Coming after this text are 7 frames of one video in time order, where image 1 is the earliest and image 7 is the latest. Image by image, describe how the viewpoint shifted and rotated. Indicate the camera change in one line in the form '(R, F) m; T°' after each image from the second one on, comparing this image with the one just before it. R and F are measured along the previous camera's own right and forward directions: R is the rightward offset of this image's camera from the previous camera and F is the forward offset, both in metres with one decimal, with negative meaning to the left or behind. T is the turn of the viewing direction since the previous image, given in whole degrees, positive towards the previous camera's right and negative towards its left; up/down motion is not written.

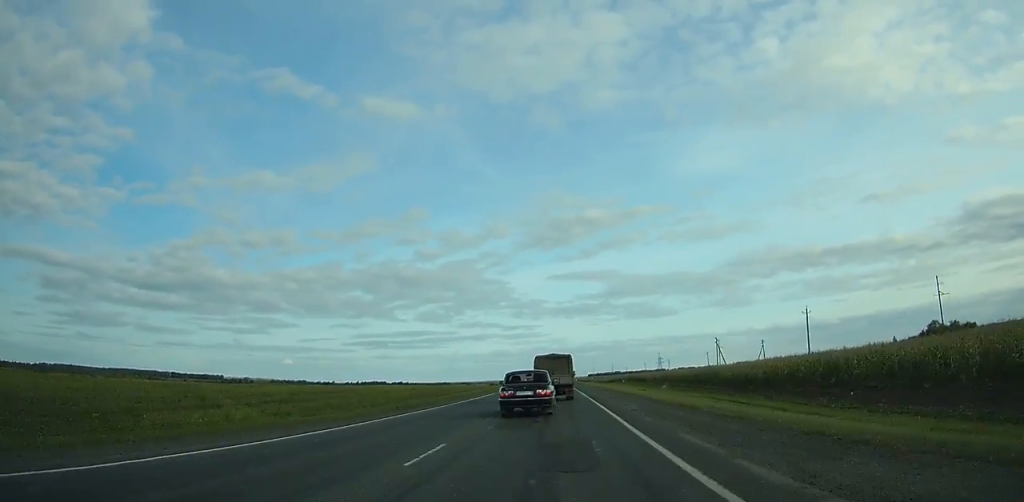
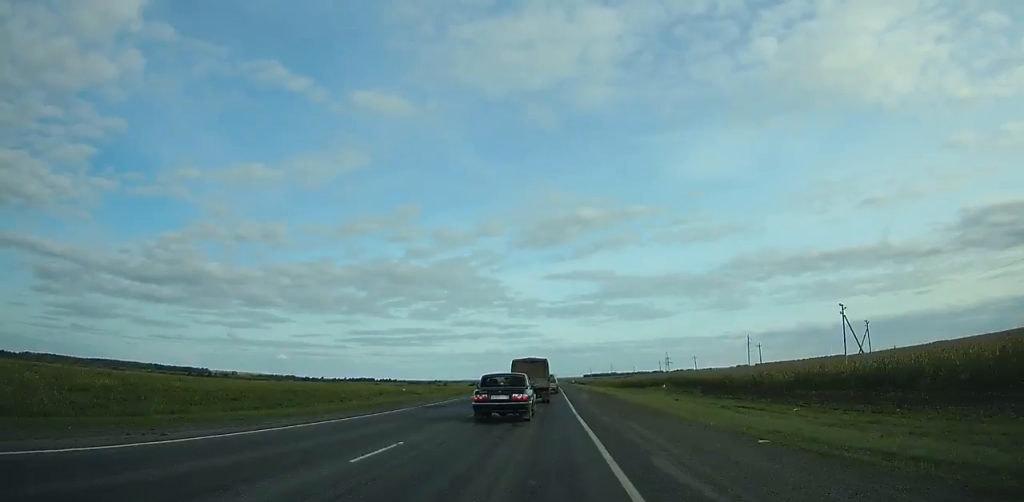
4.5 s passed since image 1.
(+0.3, +70.3) m; 0°
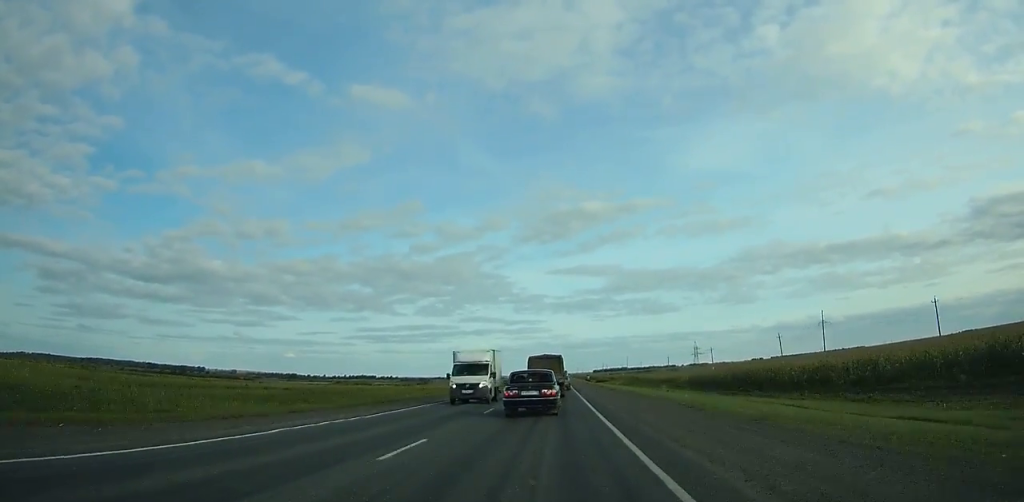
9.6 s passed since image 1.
(-0.5, +83.8) m; -1°
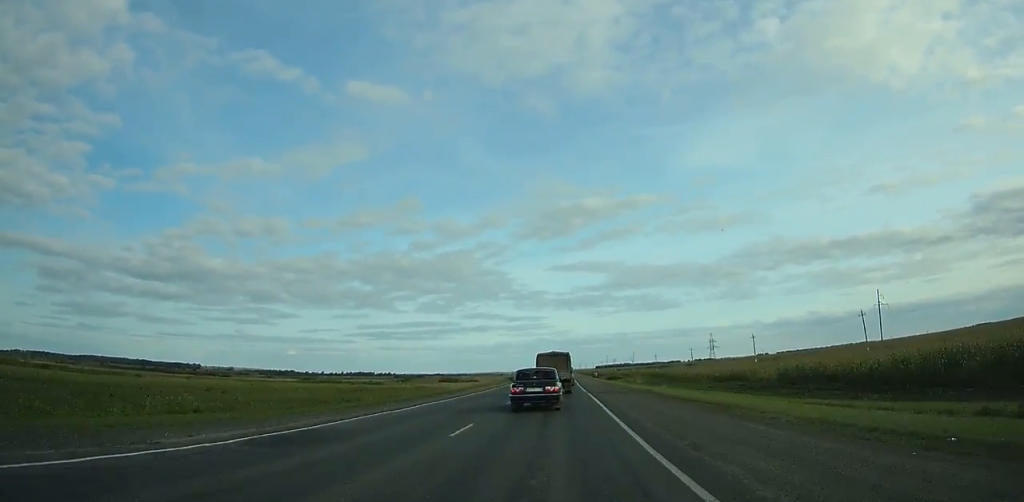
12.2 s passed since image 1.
(0.0, +44.4) m; 0°
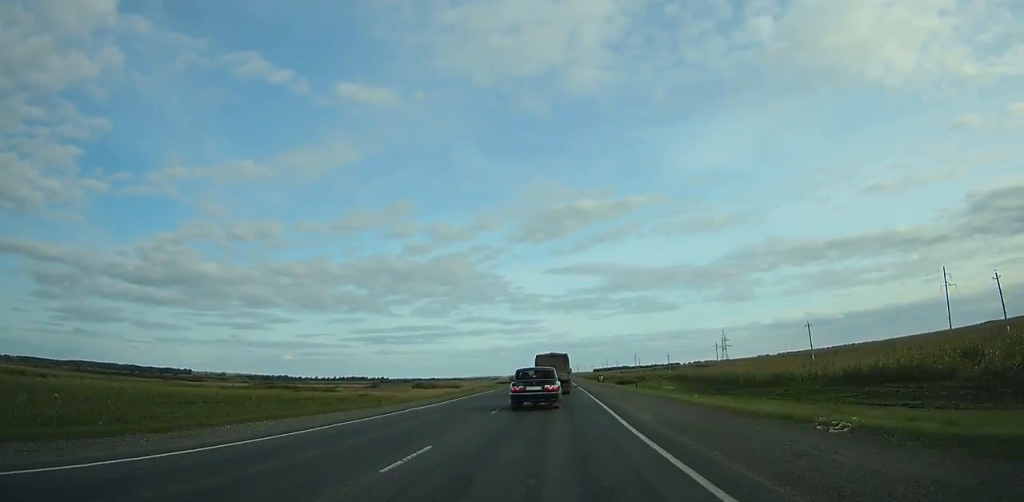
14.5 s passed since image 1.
(+0.1, +40.1) m; 0°
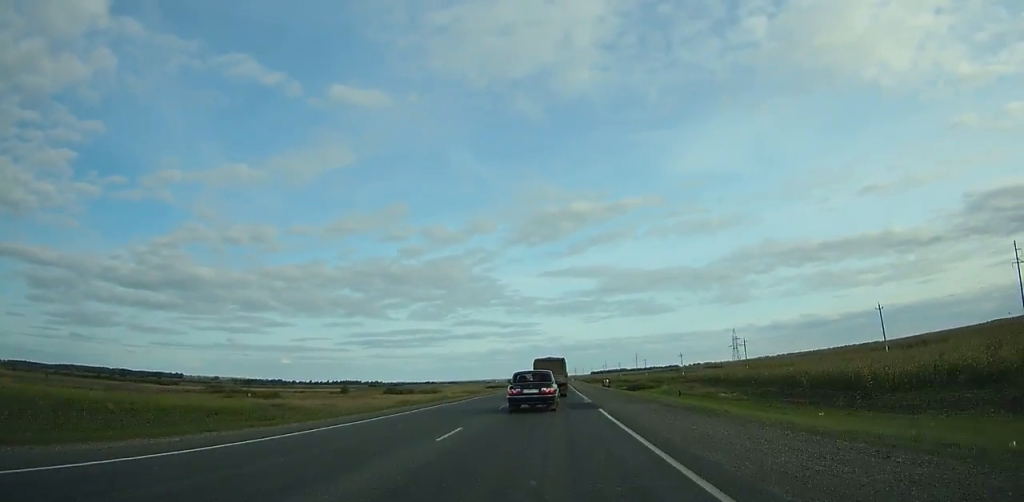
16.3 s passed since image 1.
(0.0, +31.8) m; 0°
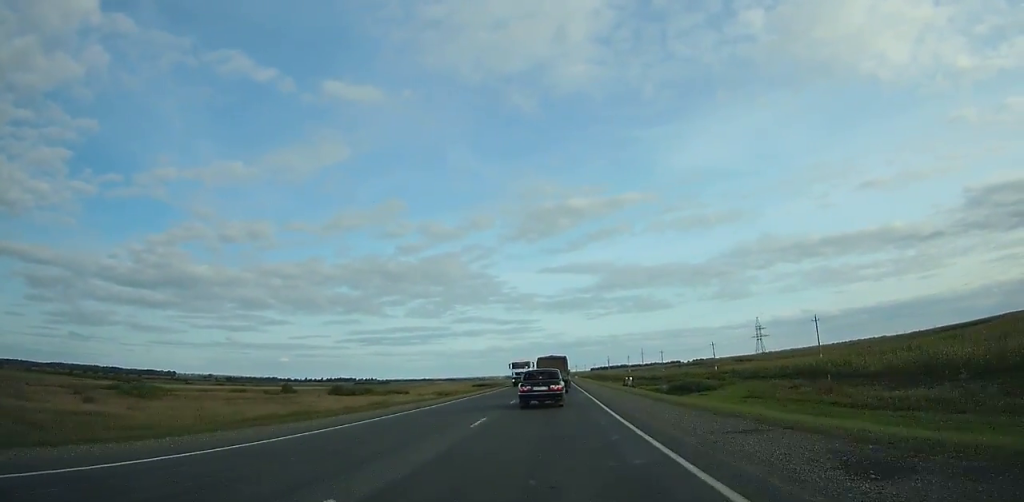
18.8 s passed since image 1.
(+0.1, +45.2) m; 0°
